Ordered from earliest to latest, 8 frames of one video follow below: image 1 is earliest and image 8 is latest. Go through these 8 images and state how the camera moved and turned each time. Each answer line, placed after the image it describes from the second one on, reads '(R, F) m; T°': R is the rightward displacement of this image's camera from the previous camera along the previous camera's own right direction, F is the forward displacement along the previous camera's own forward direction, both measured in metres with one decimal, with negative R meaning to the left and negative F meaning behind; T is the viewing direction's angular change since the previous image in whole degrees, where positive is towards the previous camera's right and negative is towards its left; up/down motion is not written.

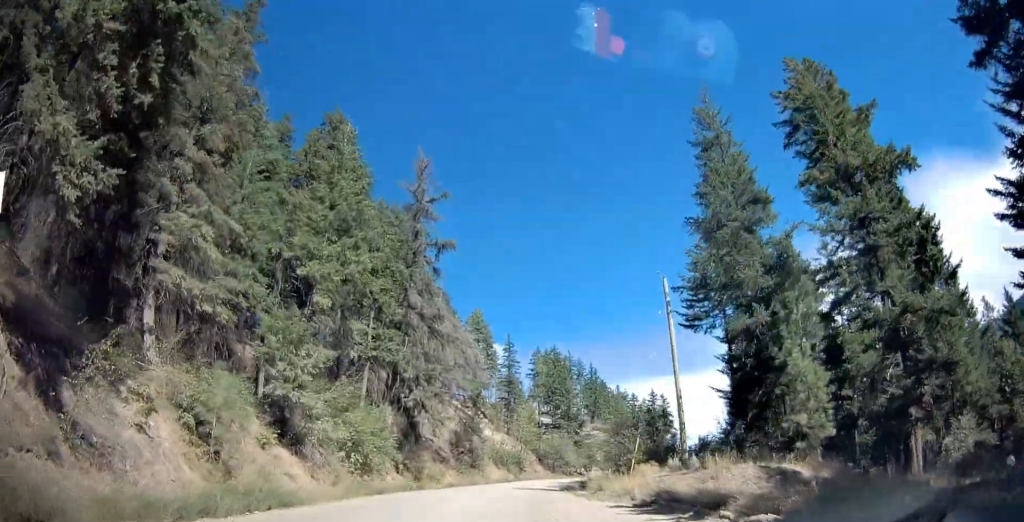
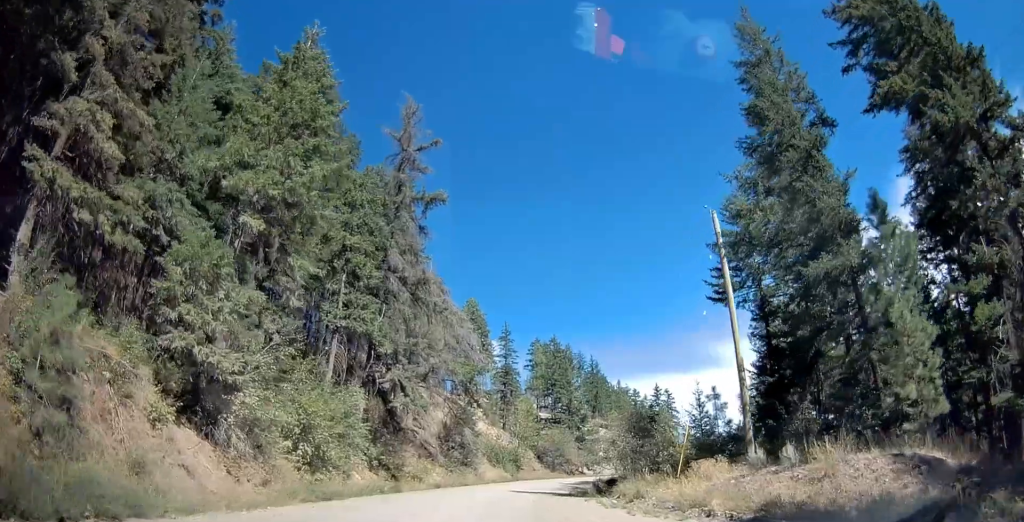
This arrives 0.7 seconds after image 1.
(+0.3, +8.4) m; +2°
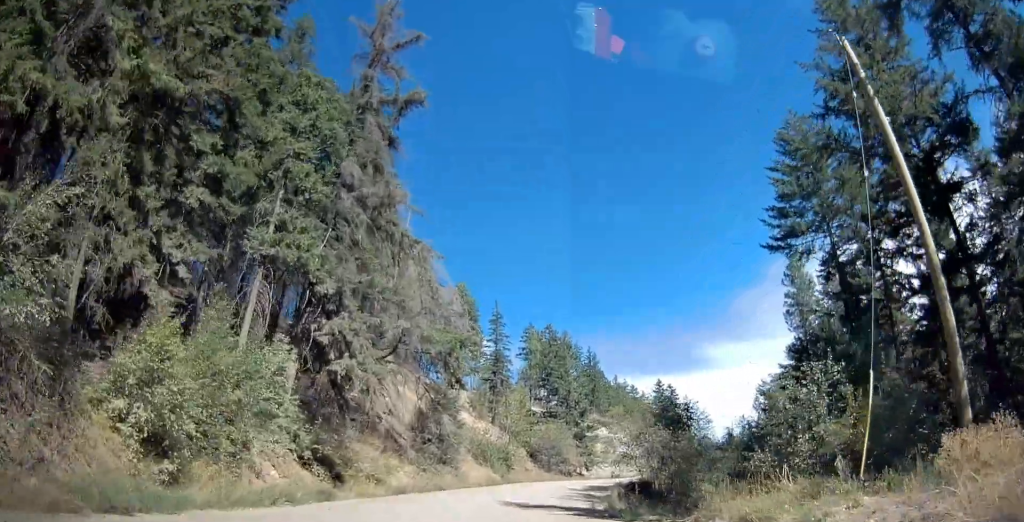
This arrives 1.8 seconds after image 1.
(0.0, +11.8) m; 0°
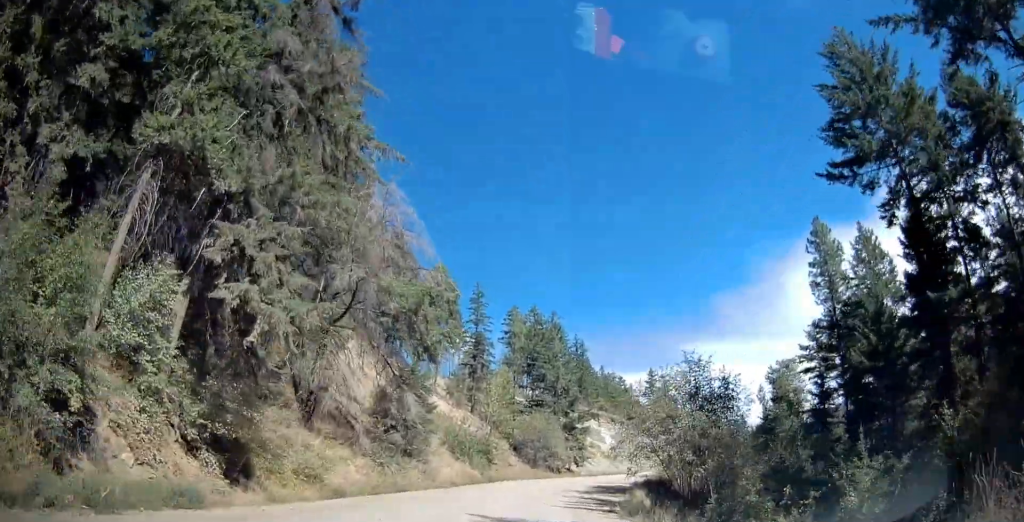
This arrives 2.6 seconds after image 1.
(0.0, +9.3) m; 0°
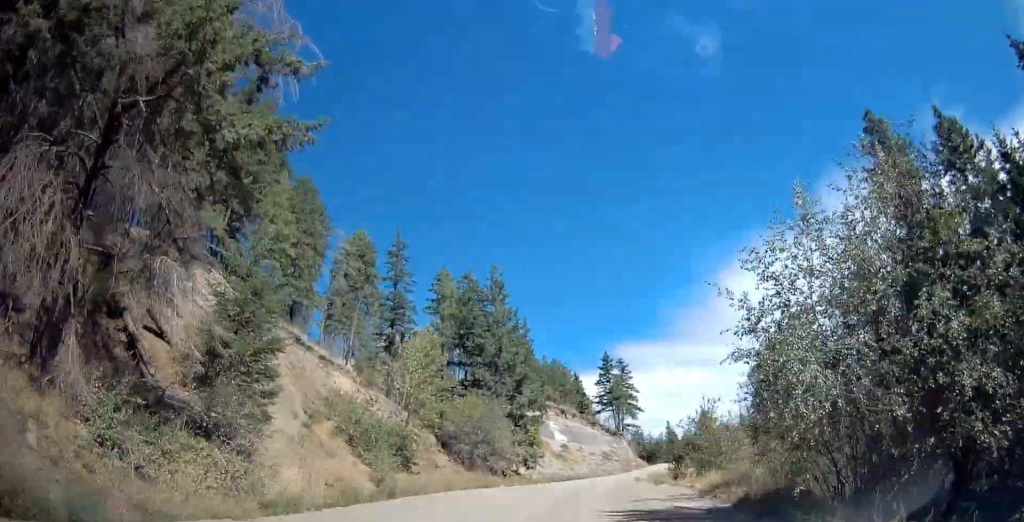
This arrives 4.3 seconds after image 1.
(+0.7, +20.3) m; +5°
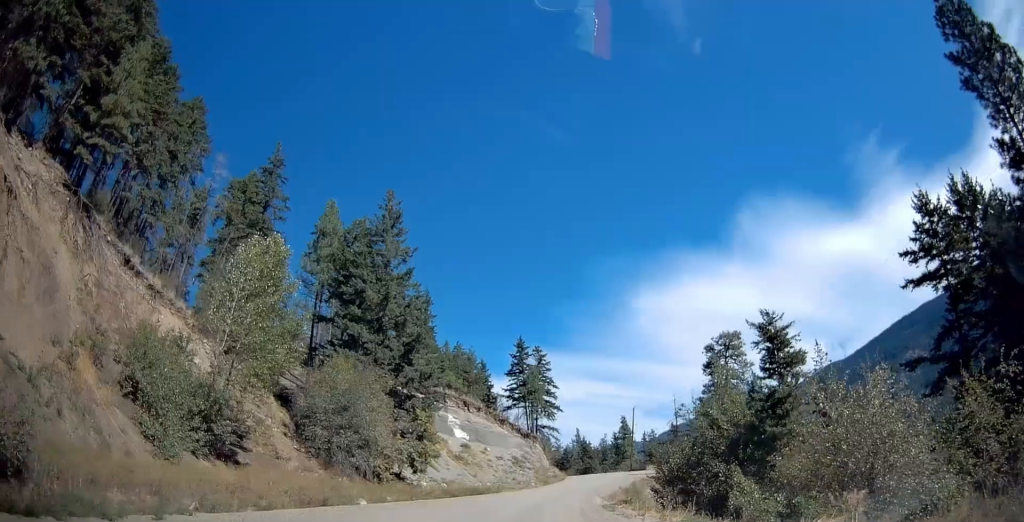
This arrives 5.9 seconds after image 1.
(+1.0, +18.2) m; +9°
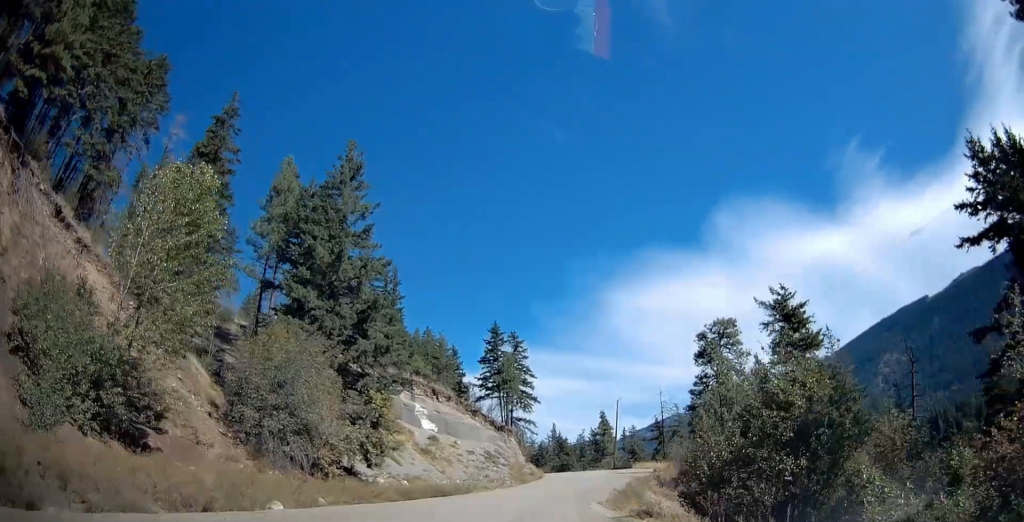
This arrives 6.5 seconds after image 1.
(+0.4, +7.1) m; +5°
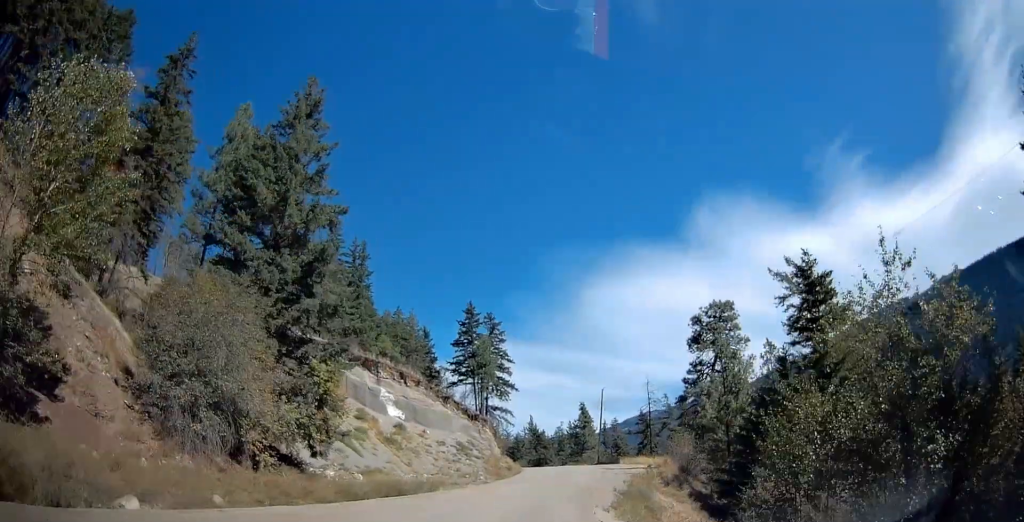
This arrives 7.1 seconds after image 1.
(+0.3, +6.9) m; +2°
